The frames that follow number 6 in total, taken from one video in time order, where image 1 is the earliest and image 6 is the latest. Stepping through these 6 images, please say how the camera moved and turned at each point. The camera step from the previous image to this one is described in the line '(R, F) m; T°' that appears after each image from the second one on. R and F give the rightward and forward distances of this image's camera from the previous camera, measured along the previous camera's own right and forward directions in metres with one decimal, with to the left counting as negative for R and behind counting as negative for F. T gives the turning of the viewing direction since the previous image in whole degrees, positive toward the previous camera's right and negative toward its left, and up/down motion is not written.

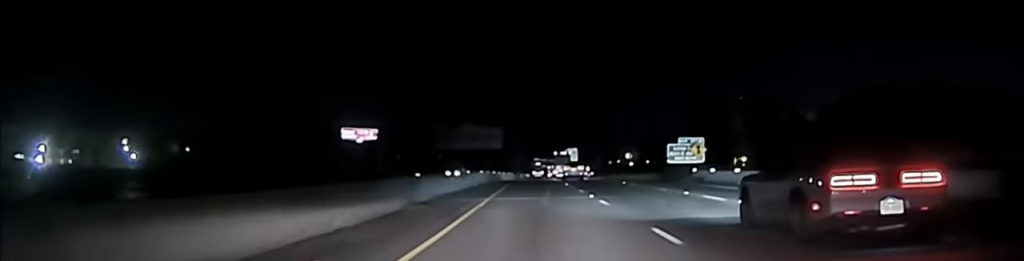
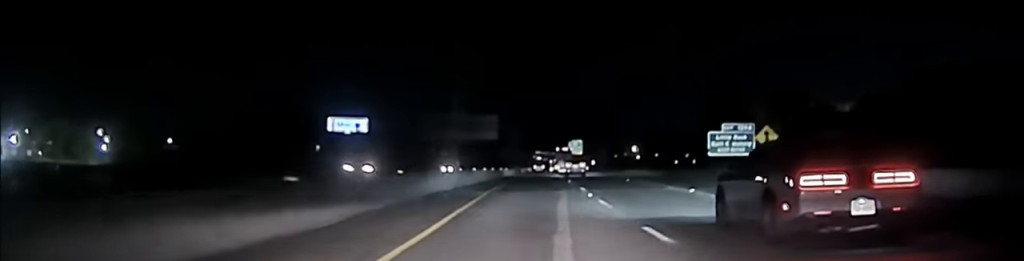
(+0.1, +25.6) m; 0°
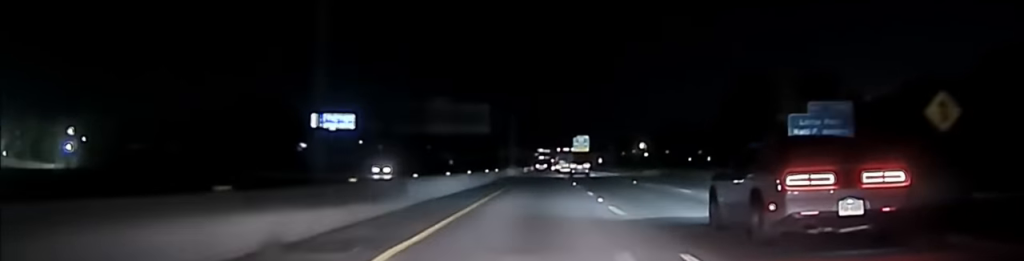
(0.0, +29.6) m; 0°
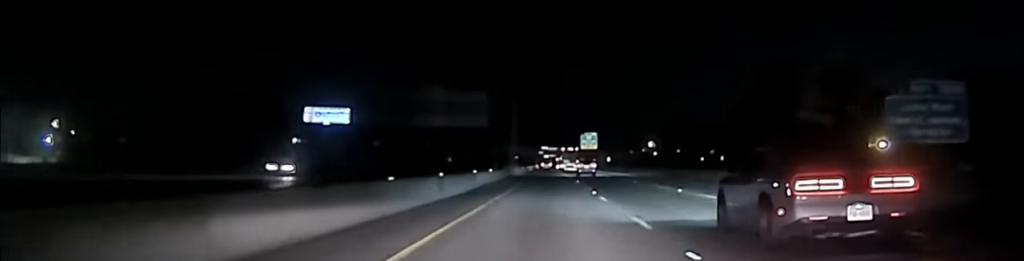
(-0.1, +17.8) m; 0°
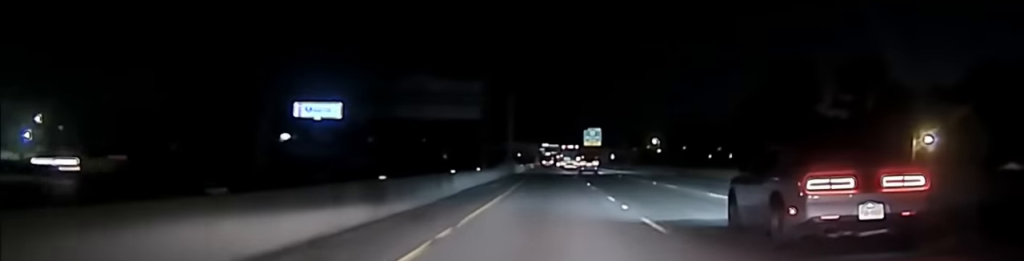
(0.0, +12.7) m; 0°
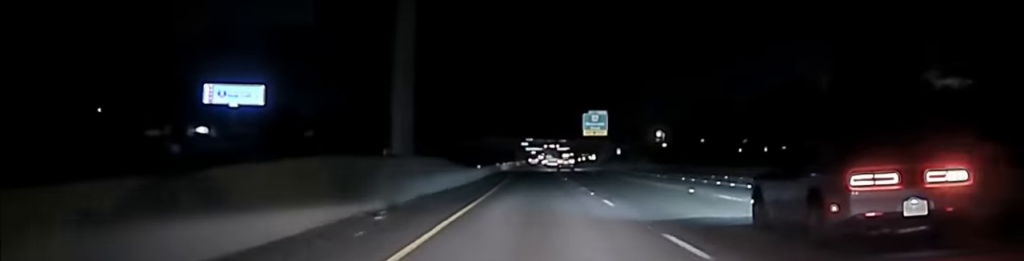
(0.0, +62.3) m; +1°
